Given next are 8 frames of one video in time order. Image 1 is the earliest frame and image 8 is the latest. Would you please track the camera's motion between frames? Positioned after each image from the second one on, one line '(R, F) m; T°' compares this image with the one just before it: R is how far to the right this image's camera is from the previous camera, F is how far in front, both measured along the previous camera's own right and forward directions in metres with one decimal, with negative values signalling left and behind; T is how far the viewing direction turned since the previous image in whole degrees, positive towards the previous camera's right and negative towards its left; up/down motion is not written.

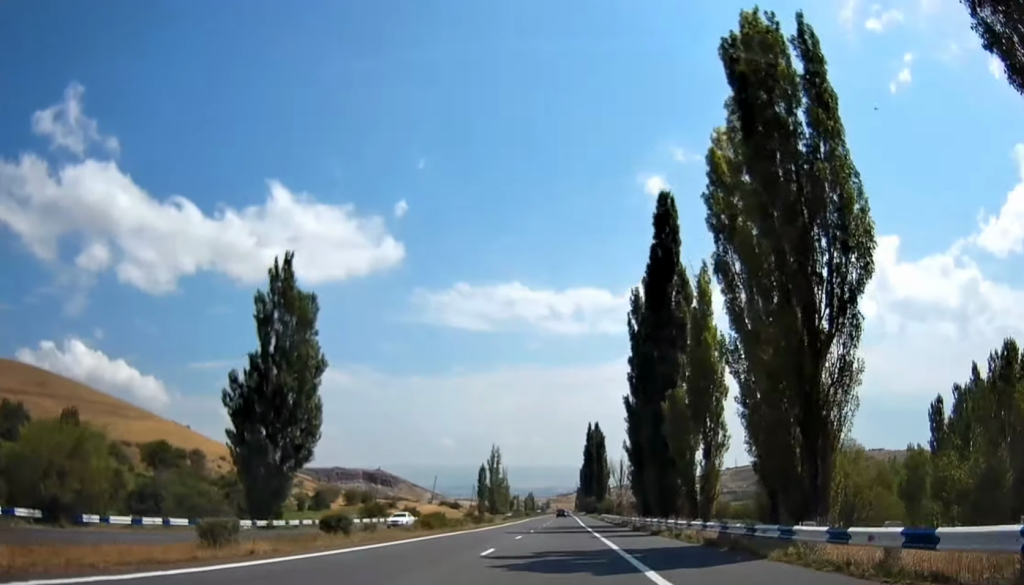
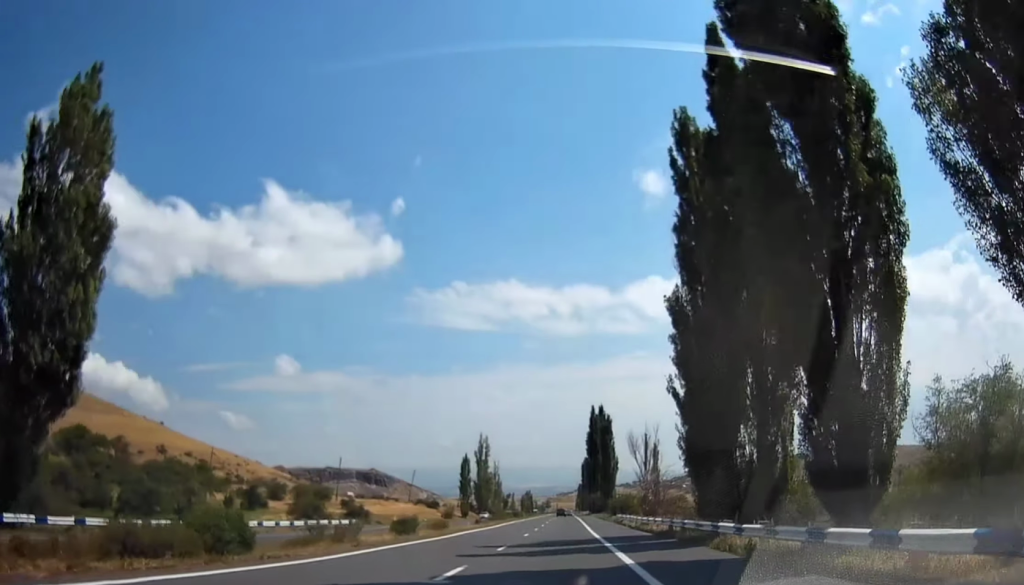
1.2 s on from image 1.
(+0.2, +29.6) m; 0°
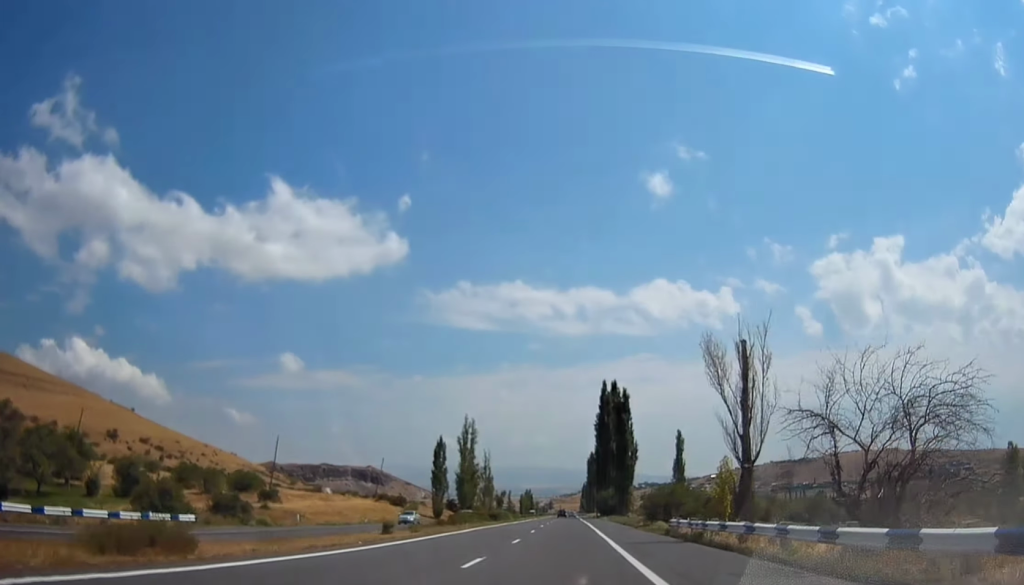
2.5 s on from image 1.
(-0.1, +34.0) m; -1°
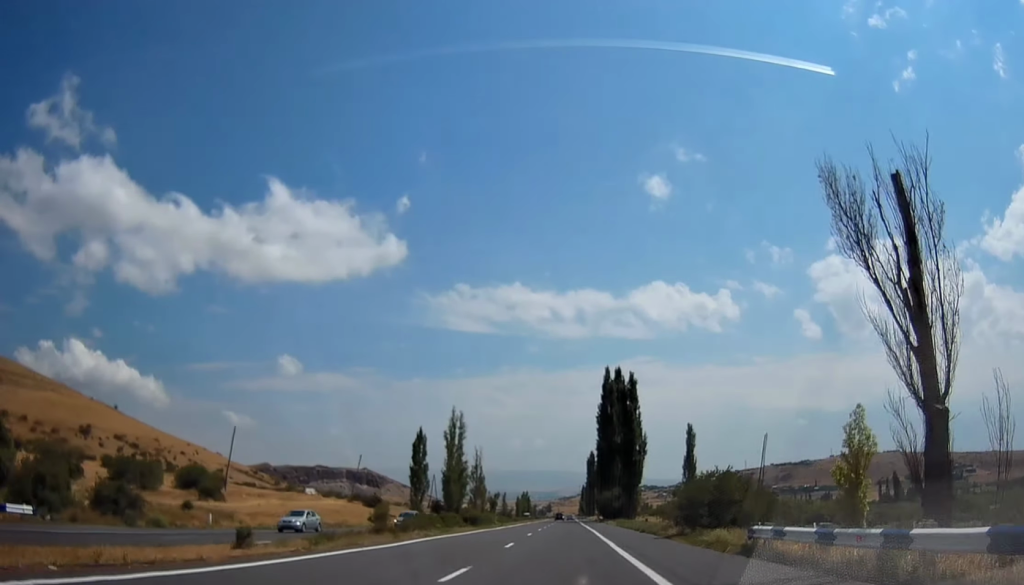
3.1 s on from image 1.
(-0.2, +14.8) m; -1°
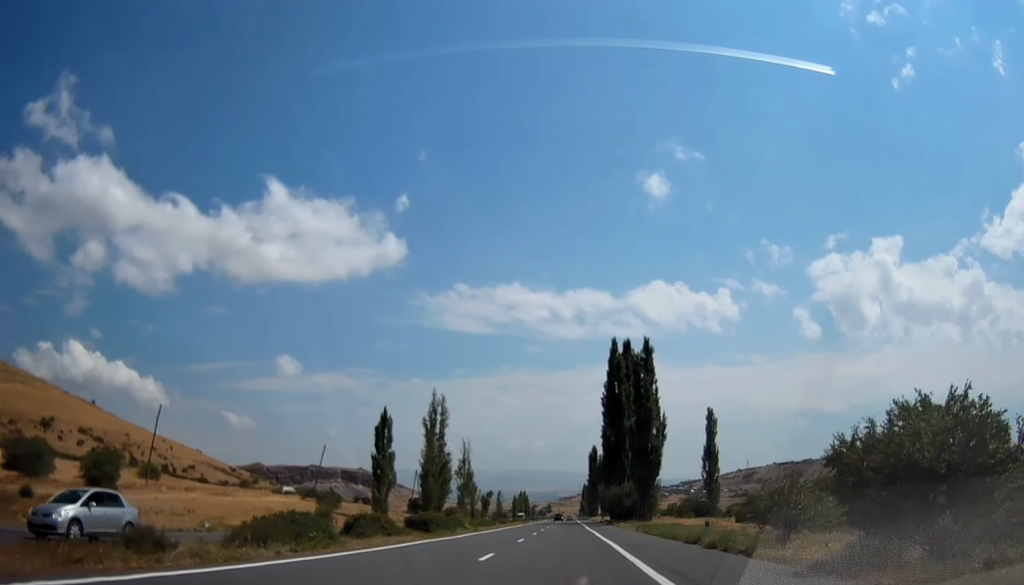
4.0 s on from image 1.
(-0.1, +19.8) m; 0°
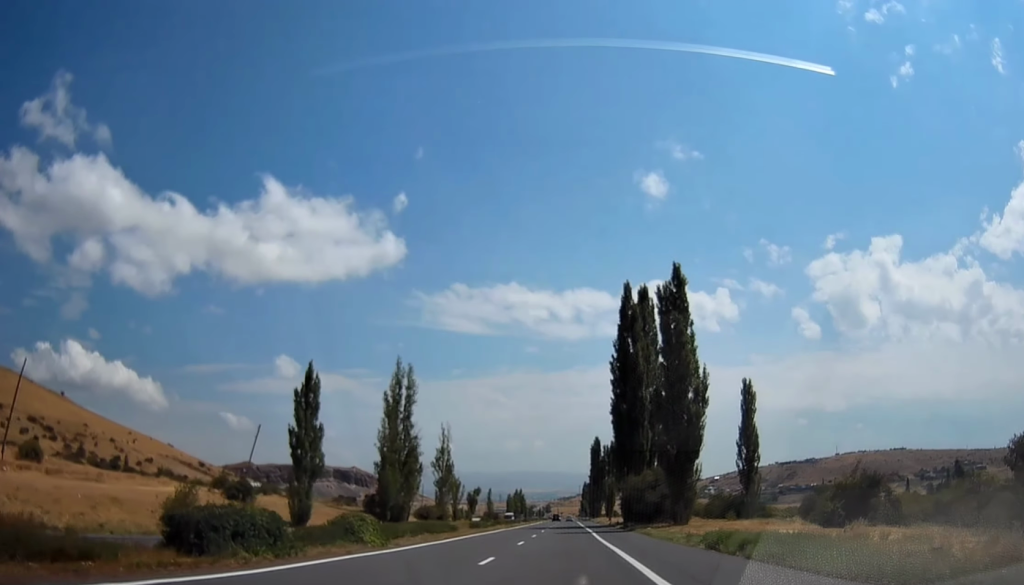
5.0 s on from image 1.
(+0.2, +24.8) m; +1°
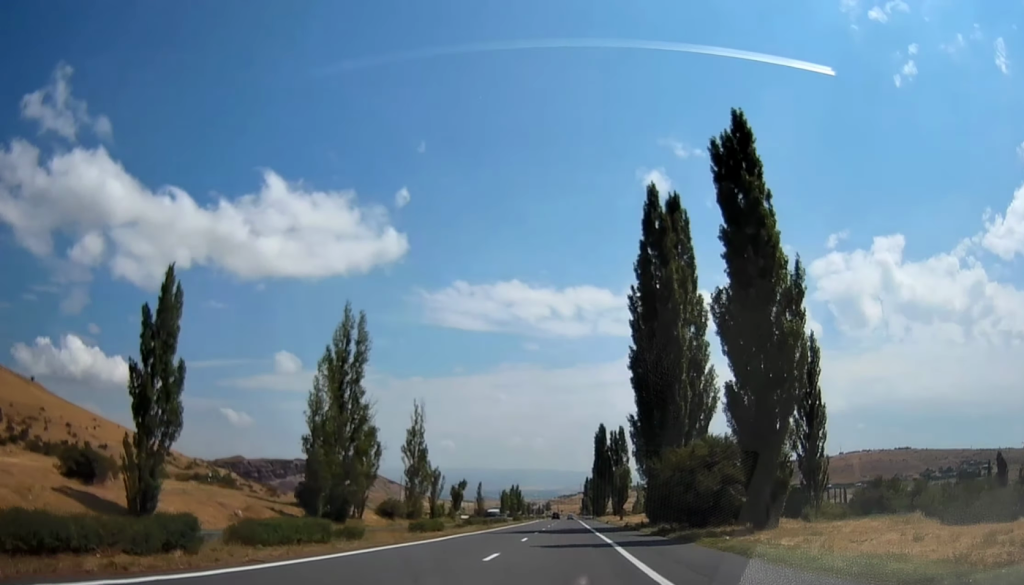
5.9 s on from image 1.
(+0.2, +23.5) m; 0°
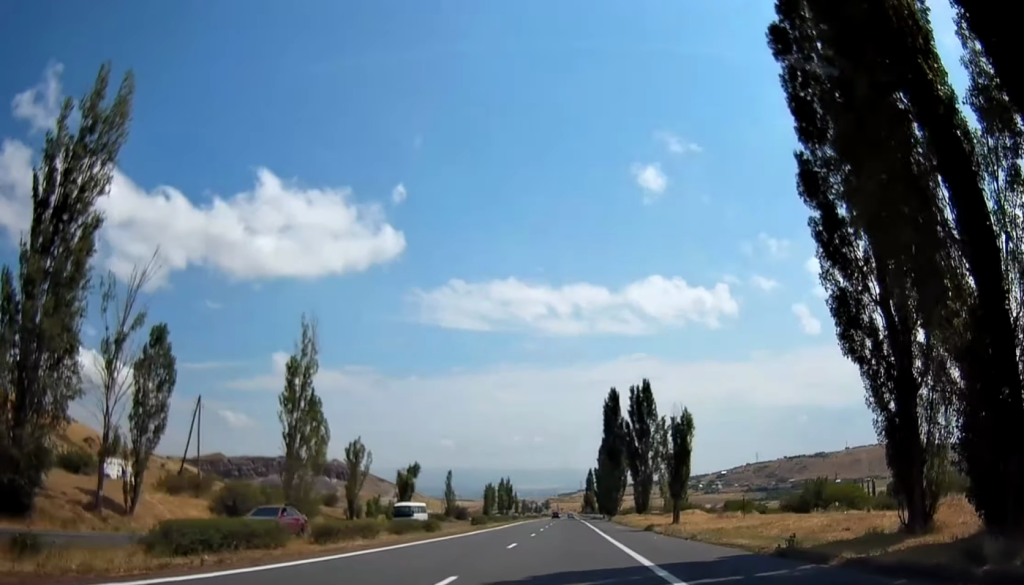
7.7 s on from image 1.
(-0.5, +44.9) m; 0°
